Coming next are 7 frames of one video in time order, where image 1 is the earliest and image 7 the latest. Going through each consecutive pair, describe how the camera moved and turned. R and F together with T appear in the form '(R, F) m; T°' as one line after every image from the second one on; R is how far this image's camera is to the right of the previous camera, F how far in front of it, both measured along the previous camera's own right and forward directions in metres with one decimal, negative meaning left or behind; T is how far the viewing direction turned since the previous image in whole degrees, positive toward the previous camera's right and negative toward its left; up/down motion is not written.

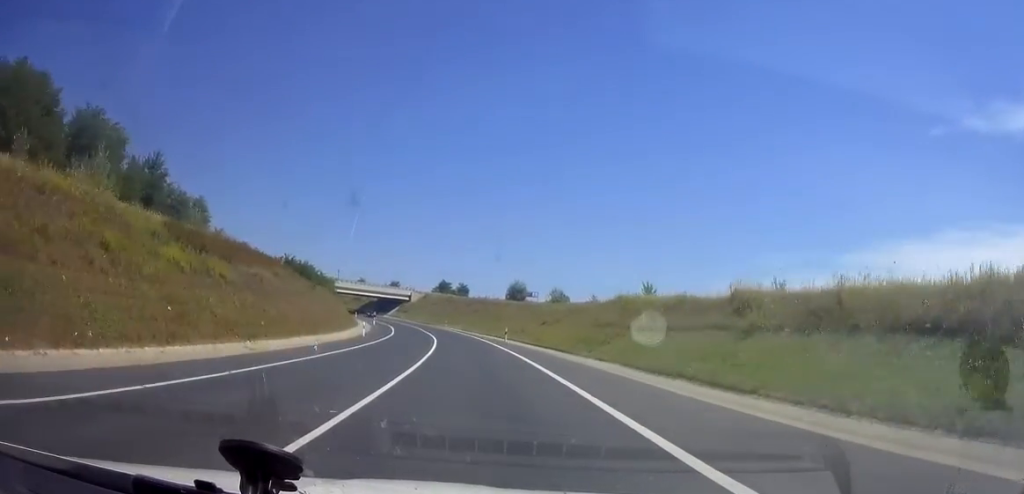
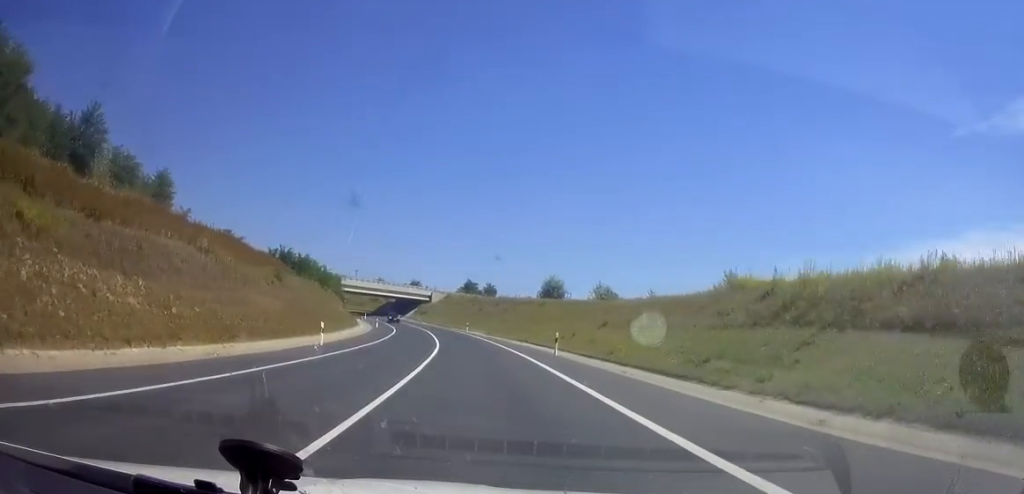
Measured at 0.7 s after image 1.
(-0.7, +20.2) m; -3°
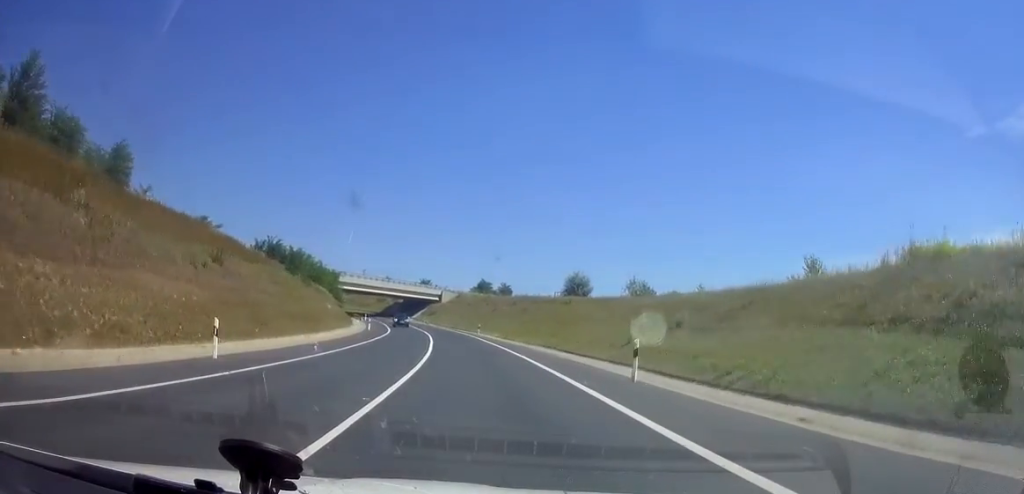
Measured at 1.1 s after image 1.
(-0.1, +14.2) m; -2°
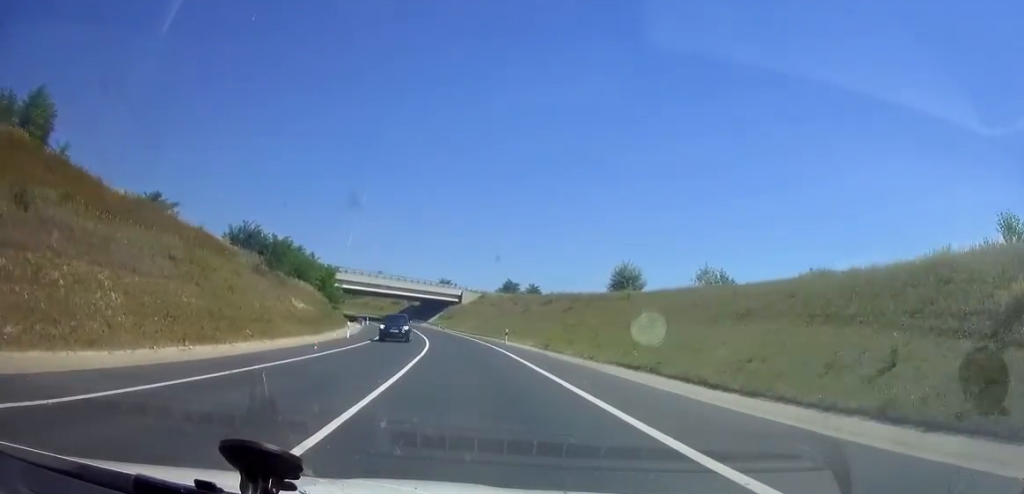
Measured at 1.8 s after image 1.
(-0.5, +20.5) m; -2°
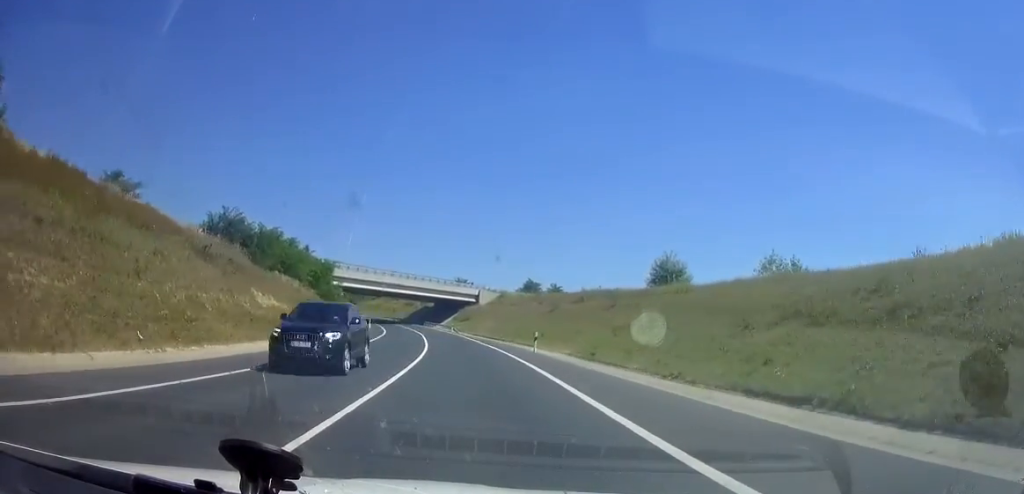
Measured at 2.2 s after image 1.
(-0.1, +12.3) m; -1°
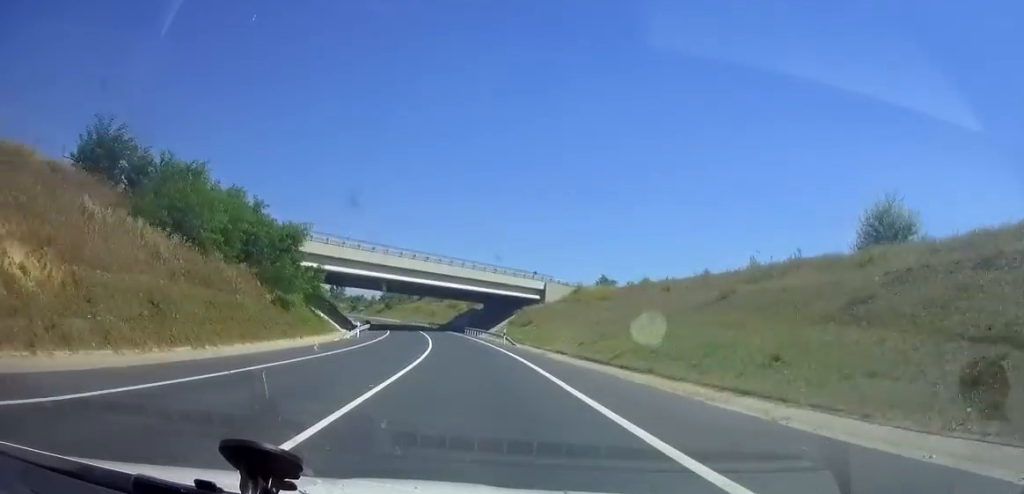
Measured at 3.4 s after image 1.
(-1.5, +36.1) m; -5°
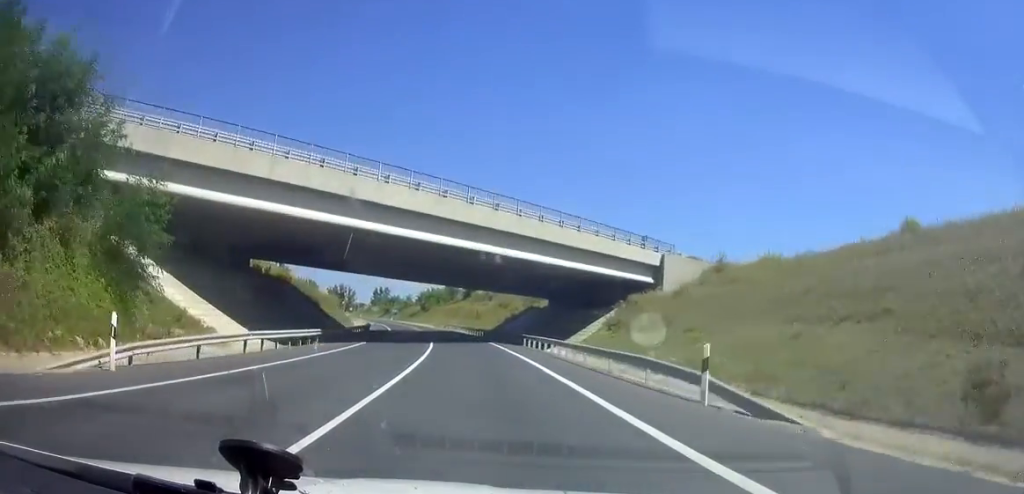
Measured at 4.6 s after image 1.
(-1.6, +37.3) m; -5°
